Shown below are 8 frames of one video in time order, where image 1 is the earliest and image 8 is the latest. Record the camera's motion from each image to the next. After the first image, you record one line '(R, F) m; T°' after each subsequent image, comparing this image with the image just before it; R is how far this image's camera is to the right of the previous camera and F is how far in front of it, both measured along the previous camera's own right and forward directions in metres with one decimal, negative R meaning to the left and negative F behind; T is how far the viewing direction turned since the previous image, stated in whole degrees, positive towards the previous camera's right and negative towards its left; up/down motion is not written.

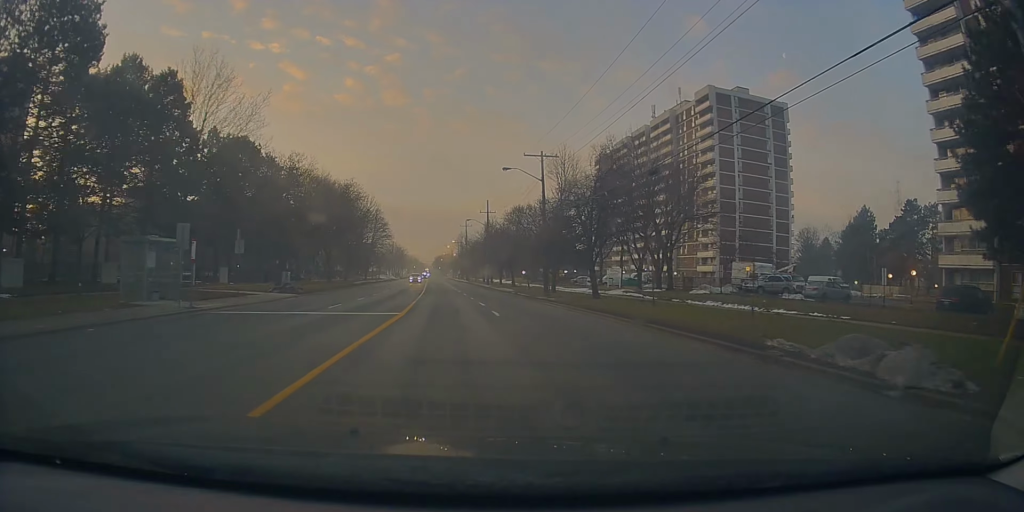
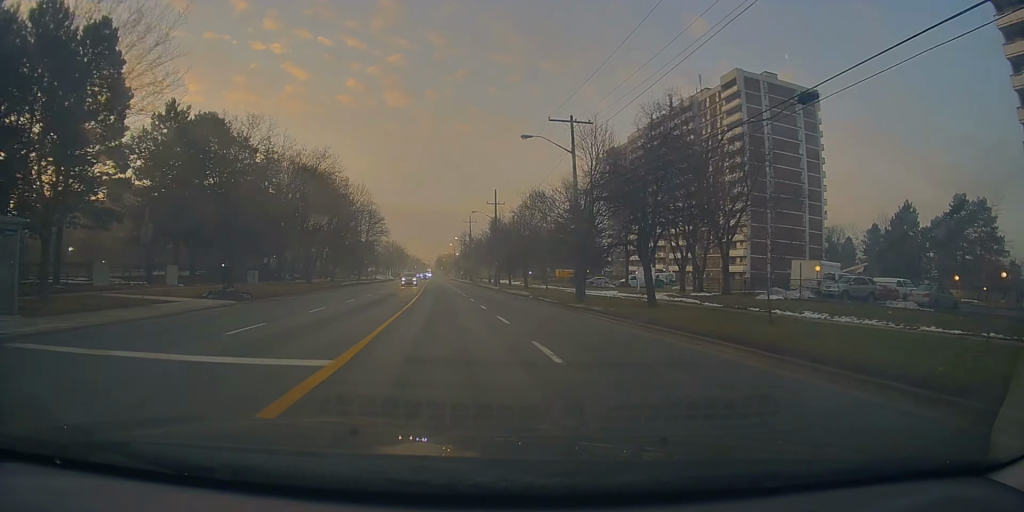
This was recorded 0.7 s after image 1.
(+0.1, +11.1) m; +1°
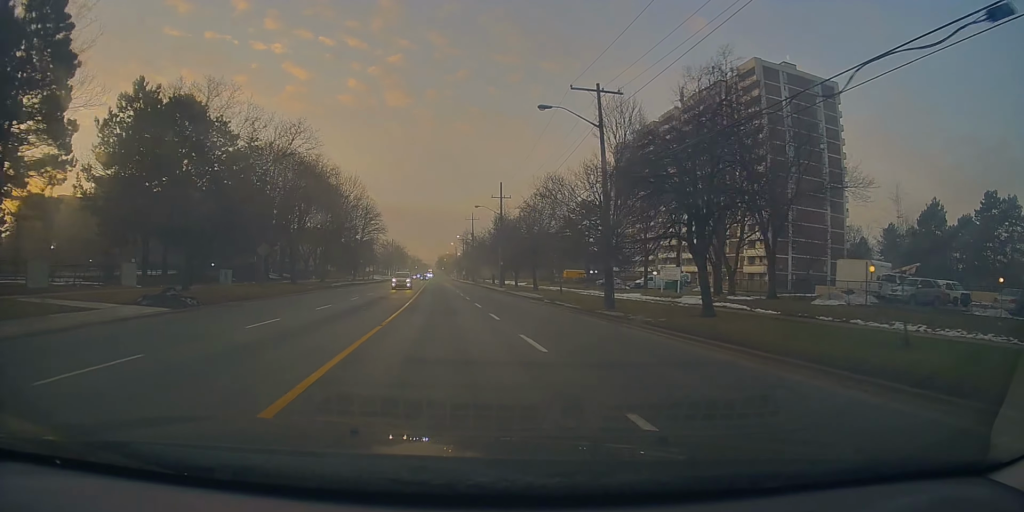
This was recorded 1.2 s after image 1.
(+0.1, +6.6) m; 0°
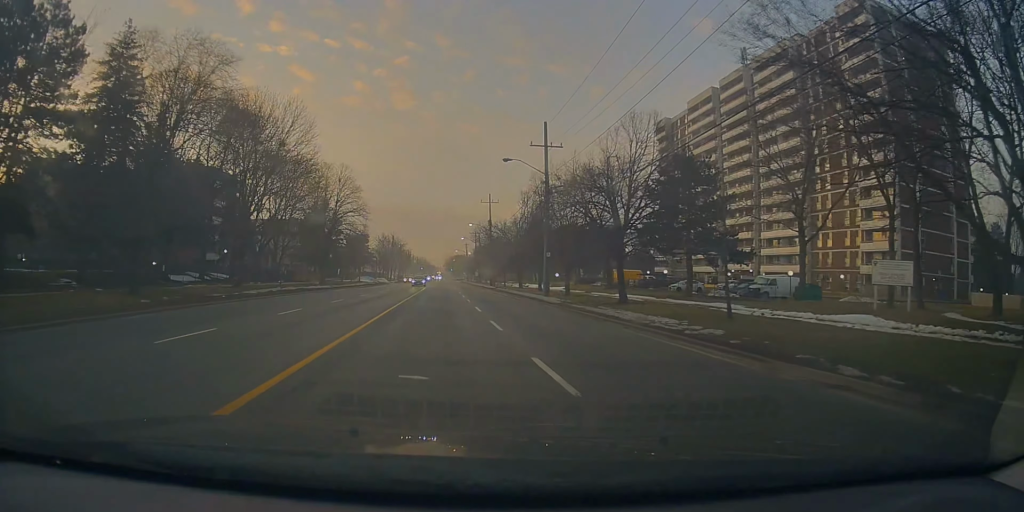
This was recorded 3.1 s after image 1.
(+0.2, +29.5) m; -1°
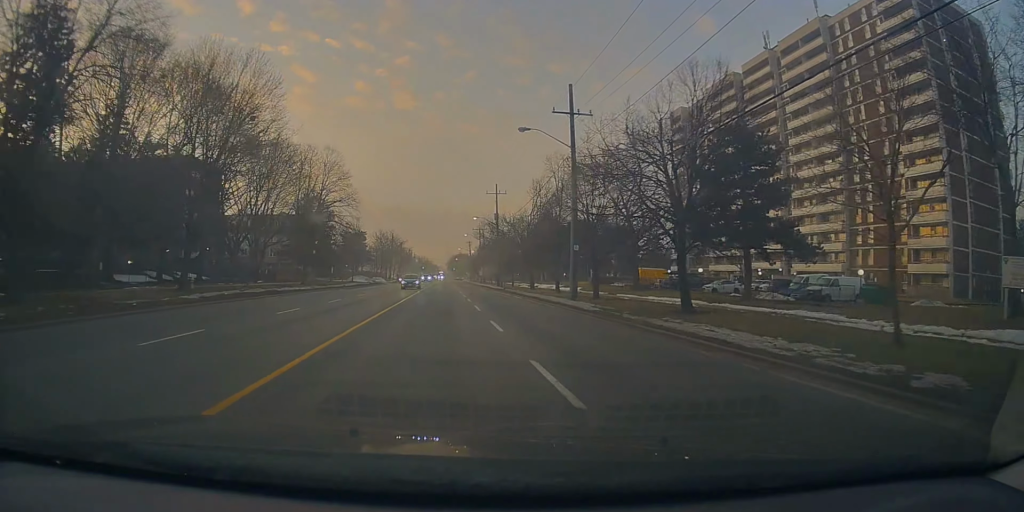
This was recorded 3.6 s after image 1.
(-0.2, +8.8) m; -2°
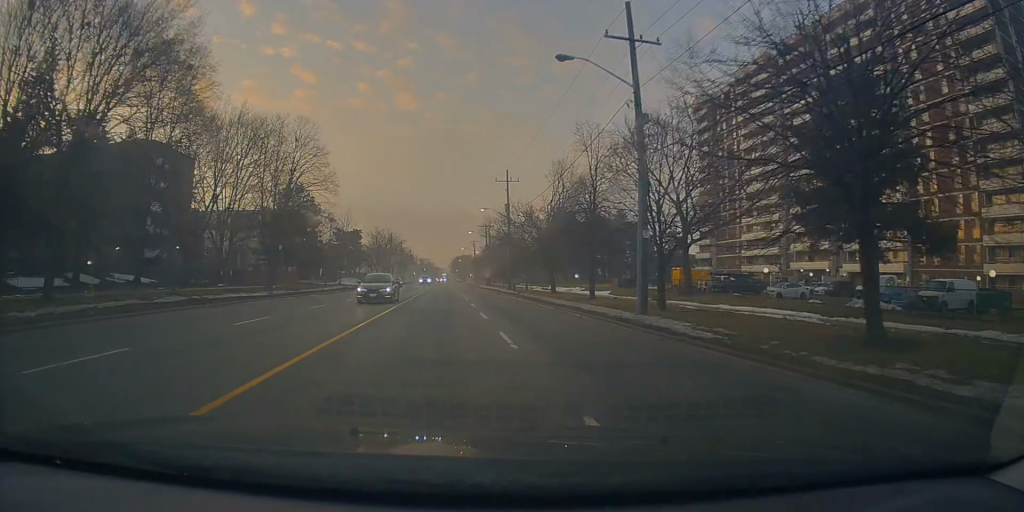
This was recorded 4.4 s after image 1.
(-0.4, +11.9) m; -2°
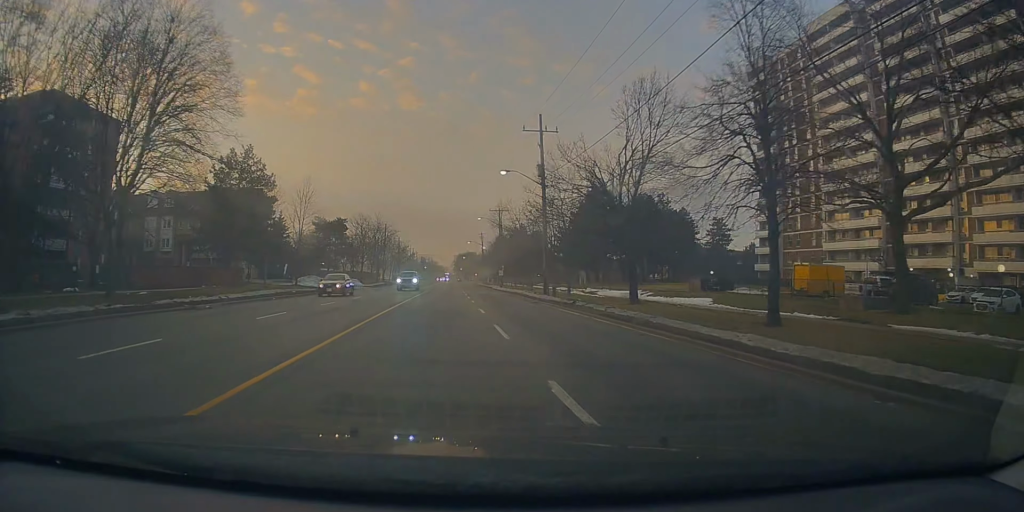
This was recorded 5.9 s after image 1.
(+0.1, +23.4) m; +1°
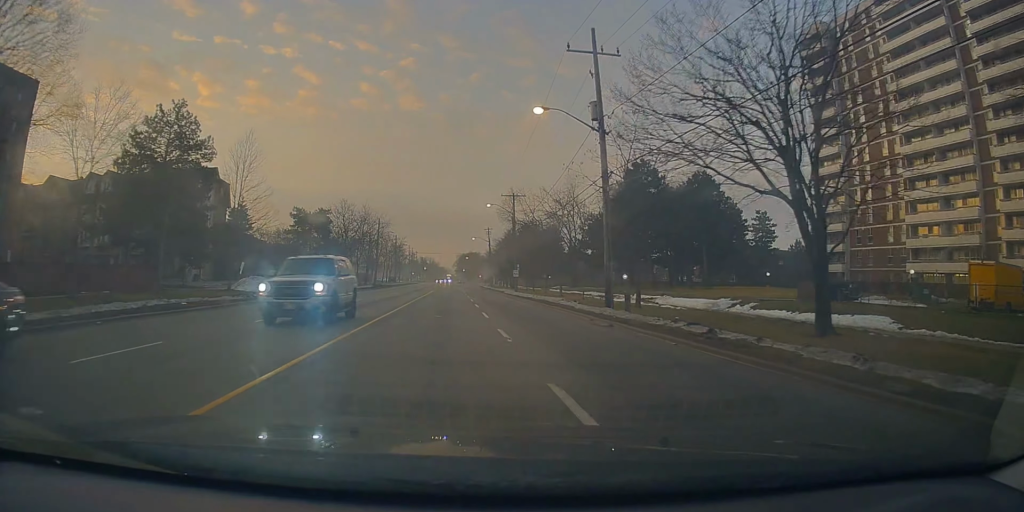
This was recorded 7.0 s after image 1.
(+0.2, +17.2) m; +1°
